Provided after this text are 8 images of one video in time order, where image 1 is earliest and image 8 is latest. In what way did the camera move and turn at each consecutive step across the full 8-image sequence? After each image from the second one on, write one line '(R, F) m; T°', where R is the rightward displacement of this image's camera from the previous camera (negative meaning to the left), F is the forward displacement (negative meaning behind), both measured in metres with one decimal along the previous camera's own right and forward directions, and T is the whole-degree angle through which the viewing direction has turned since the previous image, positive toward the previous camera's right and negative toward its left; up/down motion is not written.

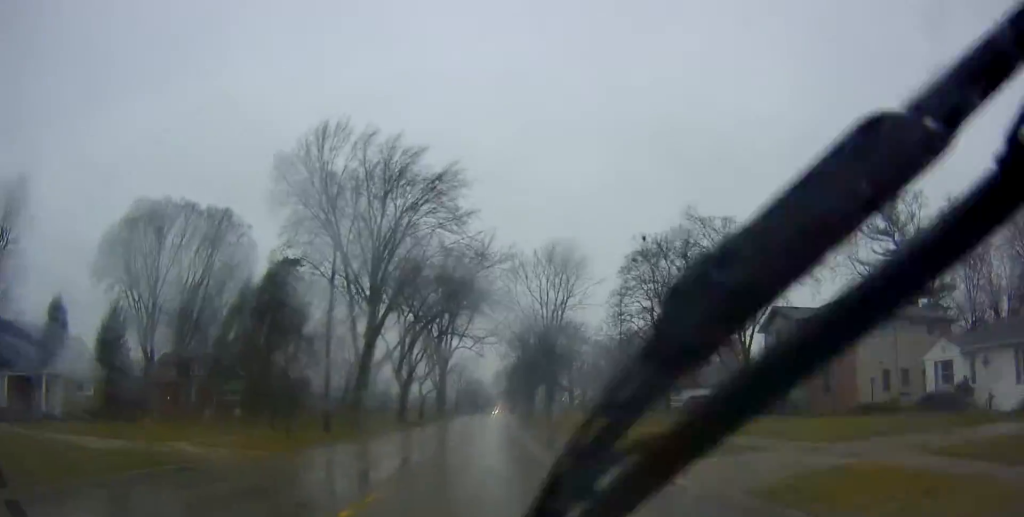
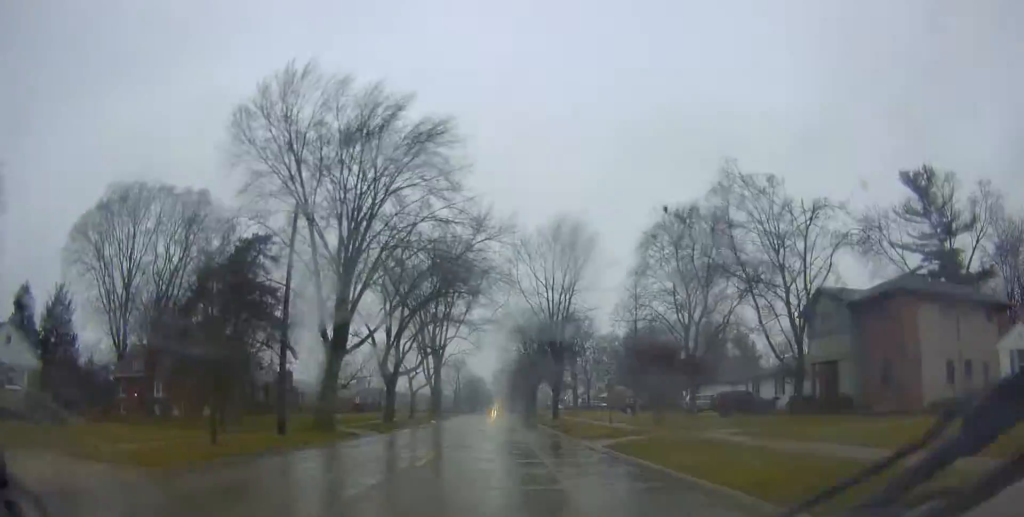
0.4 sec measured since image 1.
(+0.1, +6.8) m; 0°
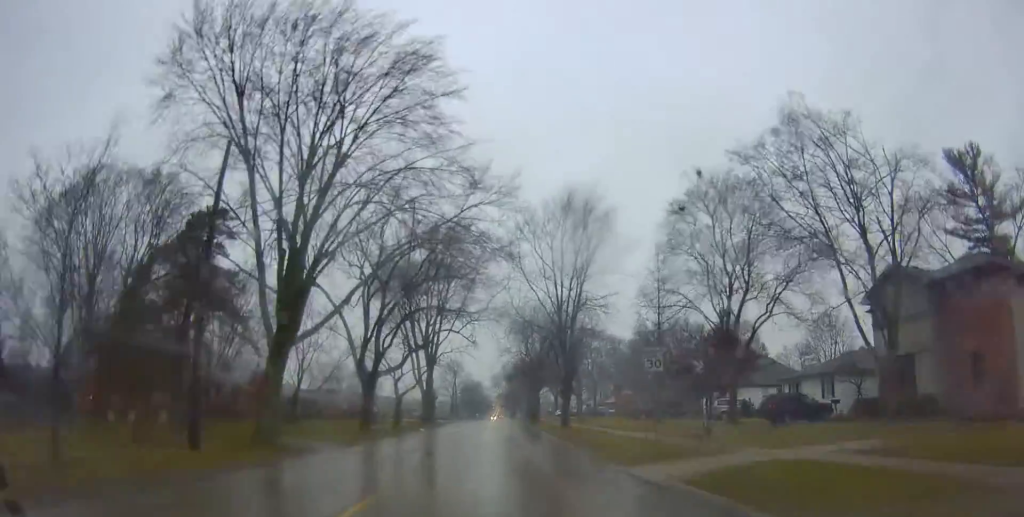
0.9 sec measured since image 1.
(+0.1, +7.9) m; -2°
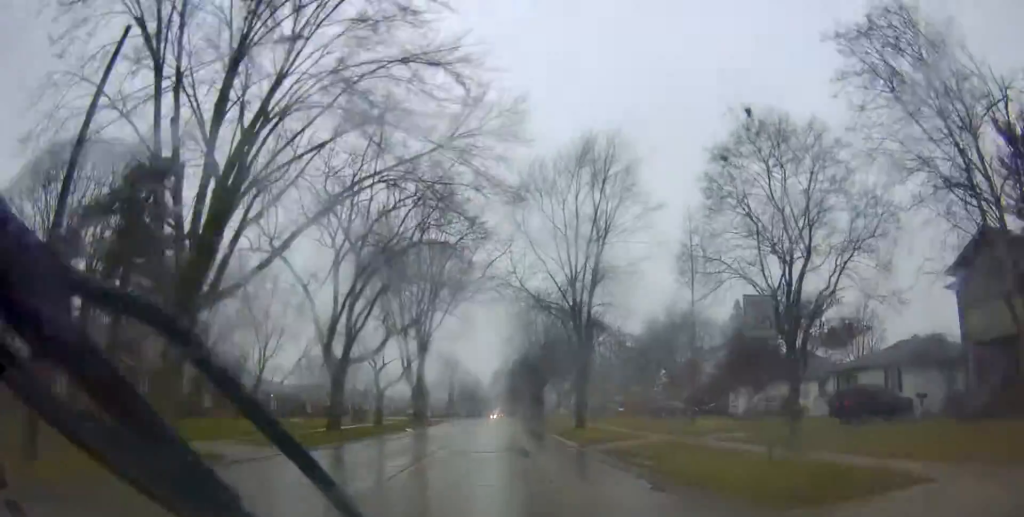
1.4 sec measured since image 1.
(0.0, +7.8) m; -1°
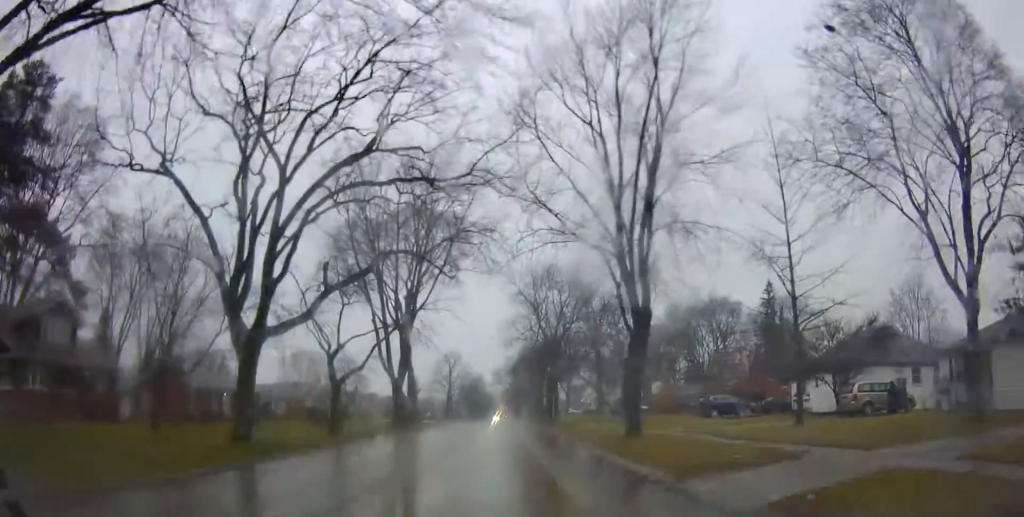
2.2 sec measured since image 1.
(-0.7, +12.4) m; 0°
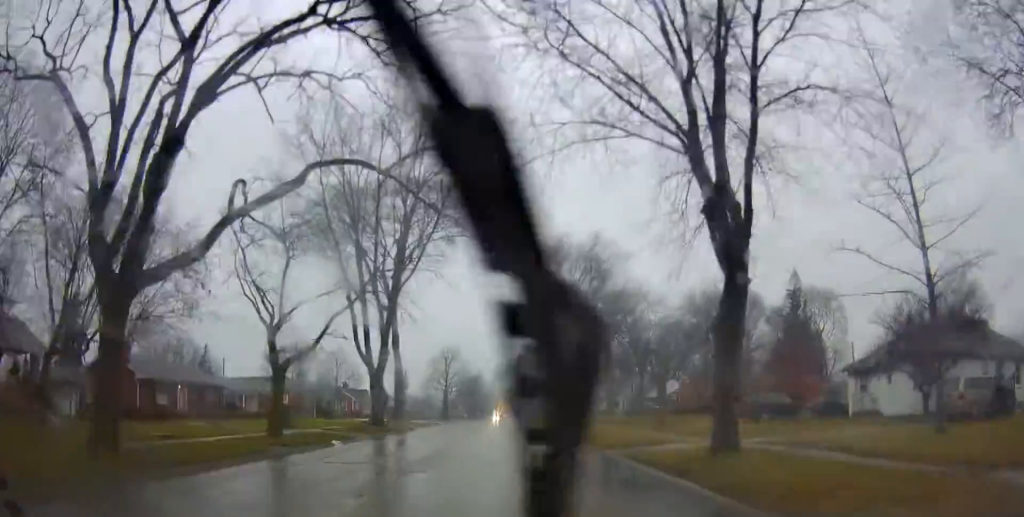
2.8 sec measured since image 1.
(+0.4, +8.3) m; +2°
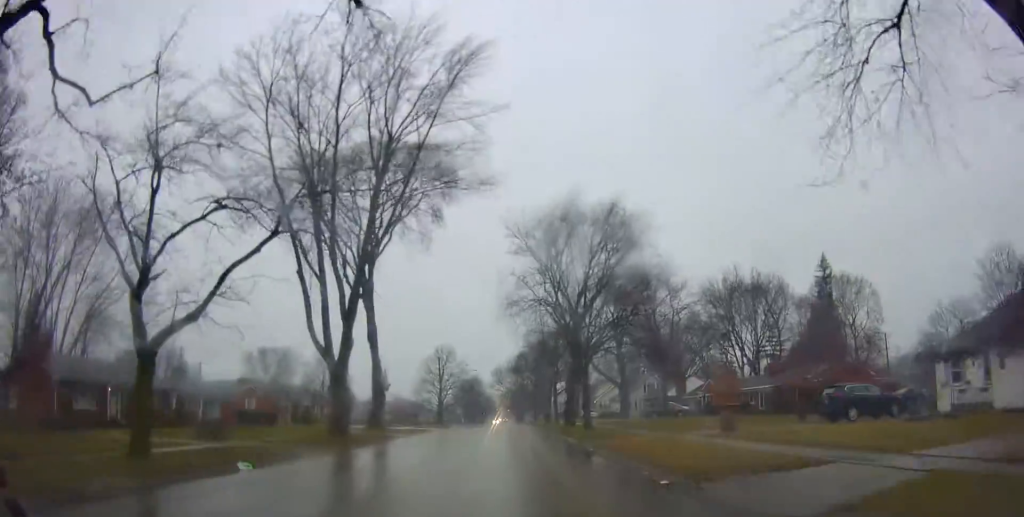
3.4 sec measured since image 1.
(+0.2, +9.4) m; +1°
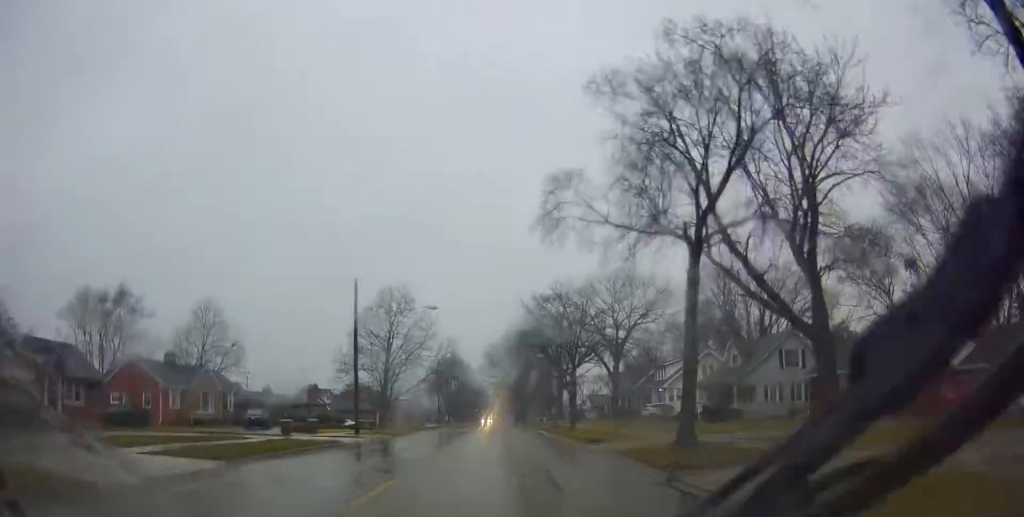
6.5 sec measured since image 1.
(-0.7, +50.5) m; -1°
